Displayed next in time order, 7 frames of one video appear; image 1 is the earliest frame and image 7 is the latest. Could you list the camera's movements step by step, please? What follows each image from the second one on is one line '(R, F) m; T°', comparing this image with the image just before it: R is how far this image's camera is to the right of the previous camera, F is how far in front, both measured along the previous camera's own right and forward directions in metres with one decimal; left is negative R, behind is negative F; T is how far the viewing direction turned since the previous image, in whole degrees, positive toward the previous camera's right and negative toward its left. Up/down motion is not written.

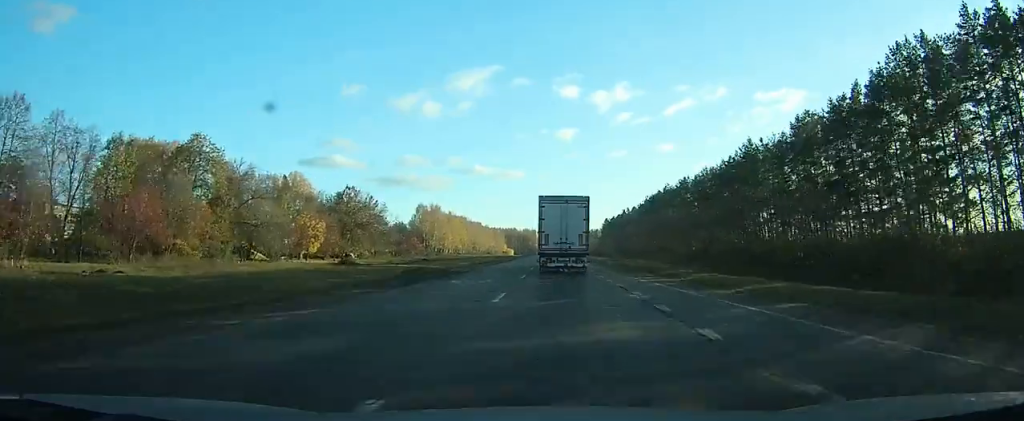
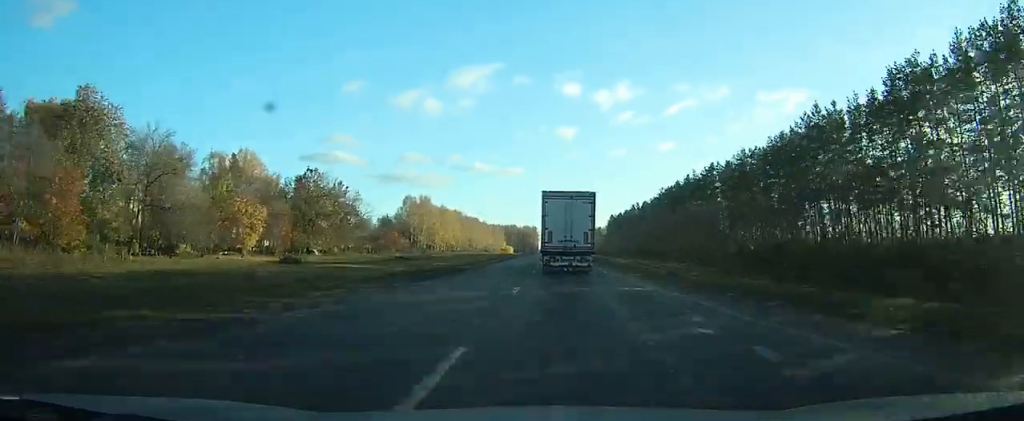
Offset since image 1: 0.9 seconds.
(0.0, +21.7) m; 0°
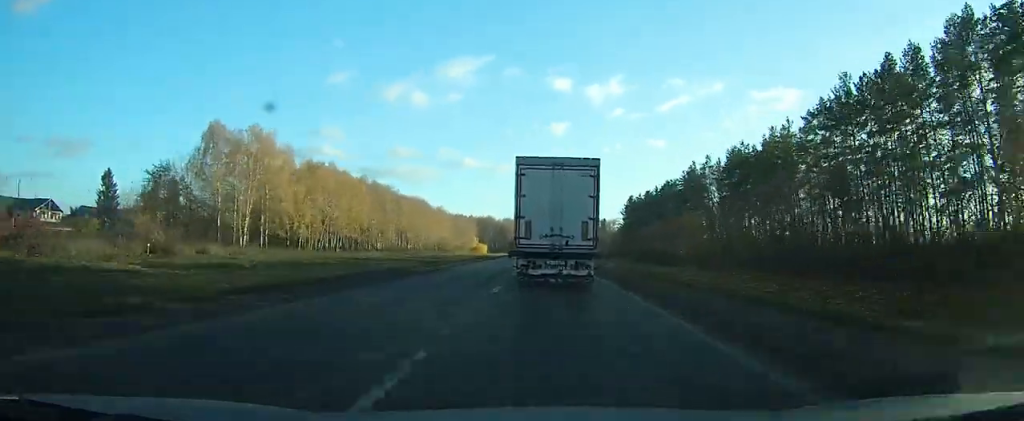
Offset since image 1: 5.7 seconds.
(+0.8, +103.0) m; +1°
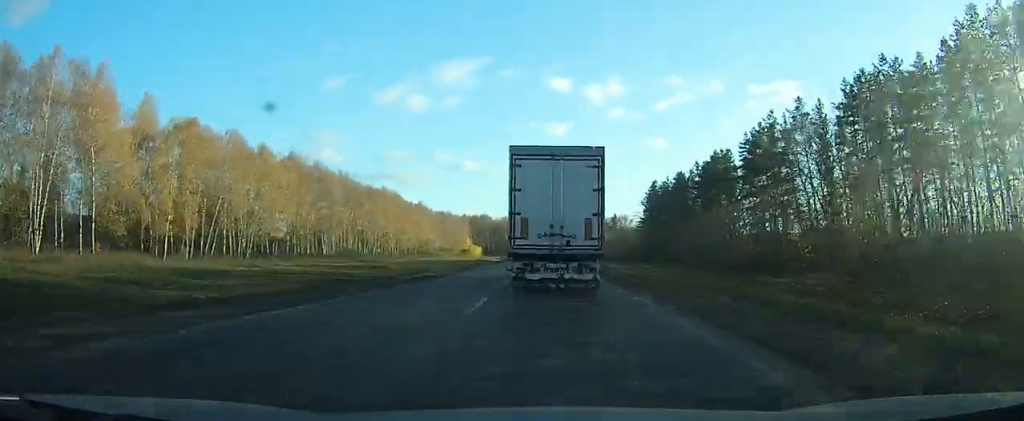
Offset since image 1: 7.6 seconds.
(0.0, +40.9) m; 0°
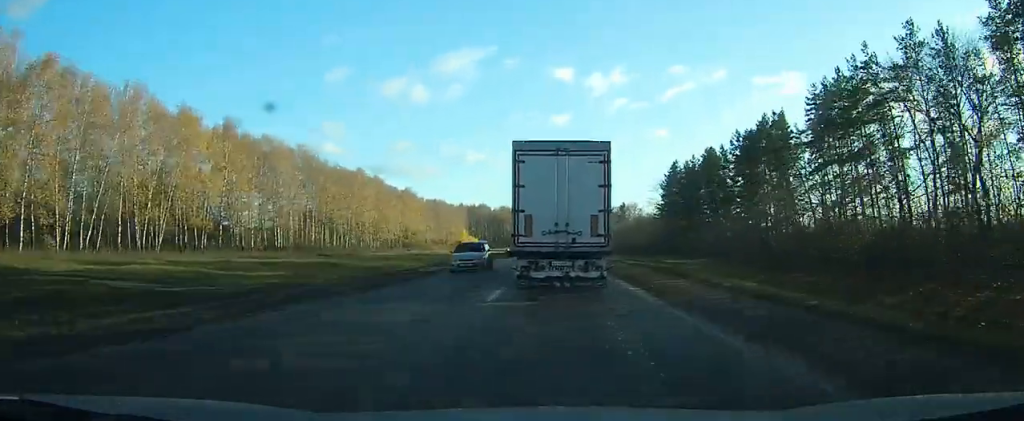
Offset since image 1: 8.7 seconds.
(+0.1, +24.5) m; 0°
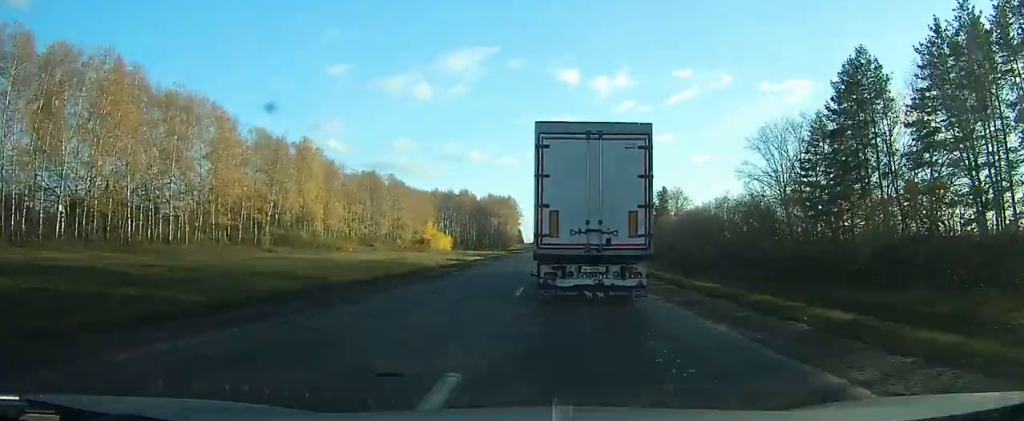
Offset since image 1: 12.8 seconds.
(-0.5, +83.4) m; 0°
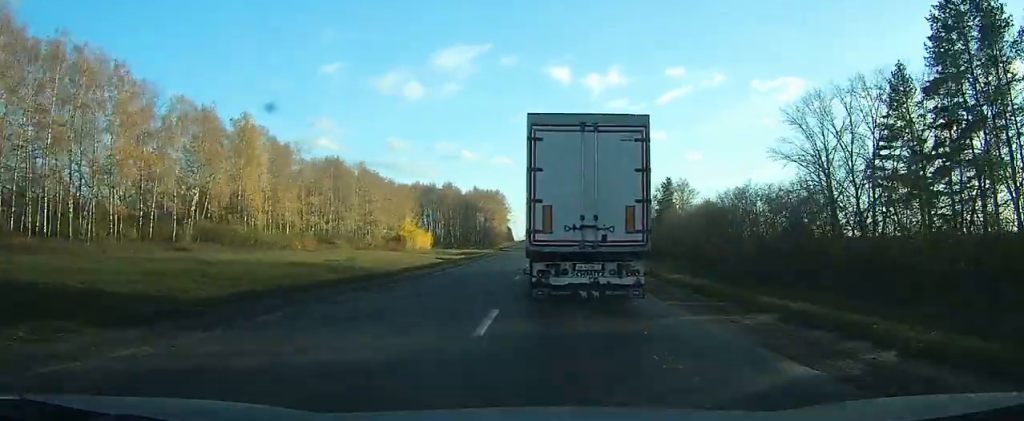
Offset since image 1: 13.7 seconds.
(0.0, +17.8) m; 0°
